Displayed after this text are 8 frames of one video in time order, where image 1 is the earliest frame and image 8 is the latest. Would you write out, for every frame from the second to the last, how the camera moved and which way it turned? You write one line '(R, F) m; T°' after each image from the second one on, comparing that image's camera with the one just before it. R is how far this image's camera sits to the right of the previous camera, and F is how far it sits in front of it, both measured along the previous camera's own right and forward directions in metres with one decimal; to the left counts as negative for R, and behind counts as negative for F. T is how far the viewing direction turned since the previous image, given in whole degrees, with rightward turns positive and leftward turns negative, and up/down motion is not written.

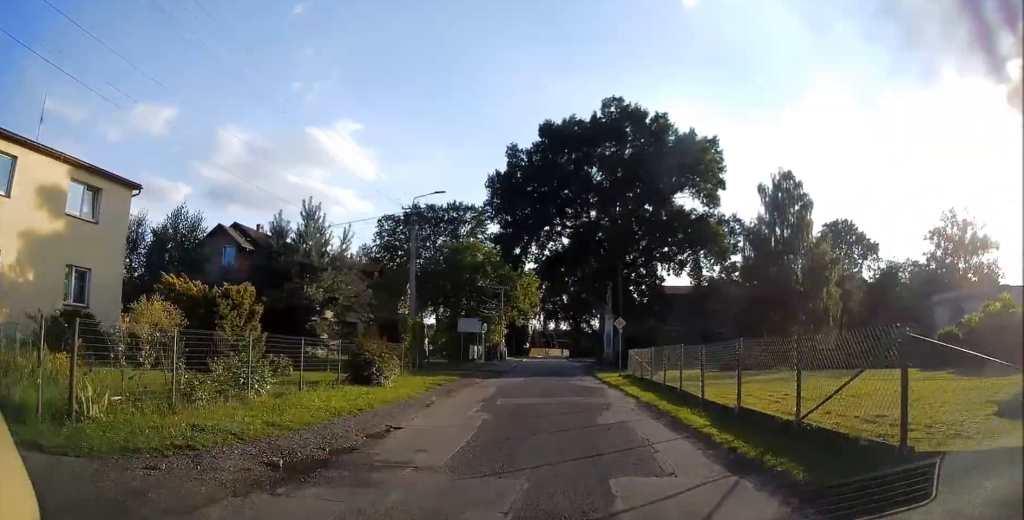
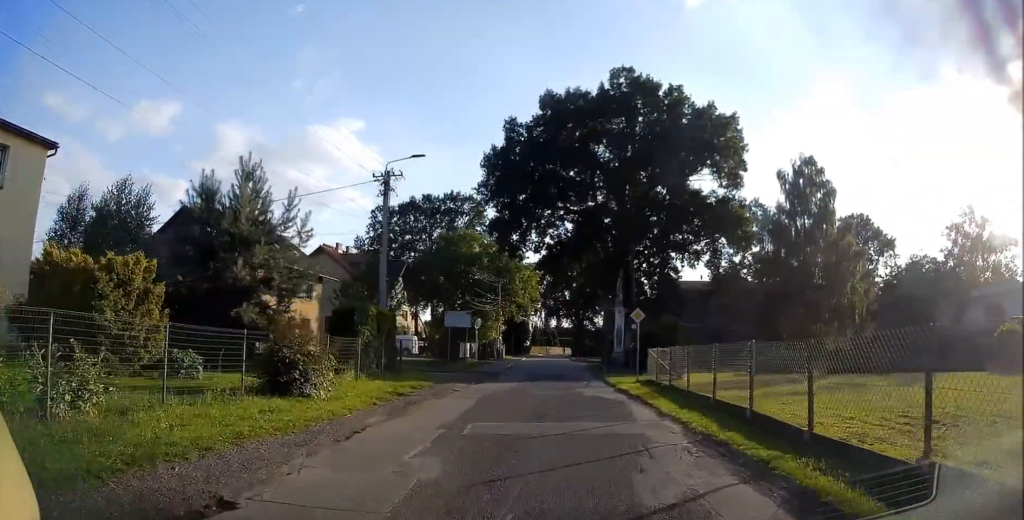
(-0.1, +5.6) m; 0°
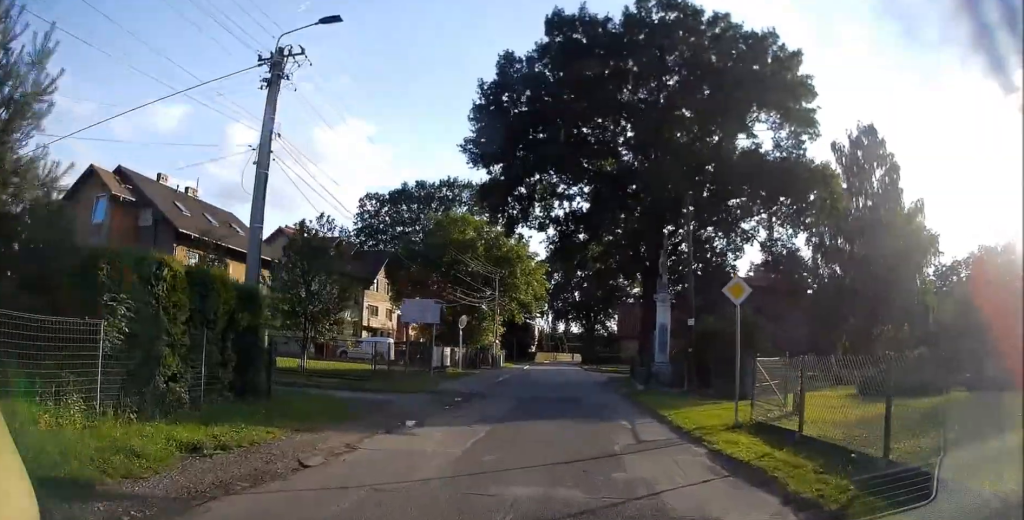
(-0.1, +11.9) m; -1°
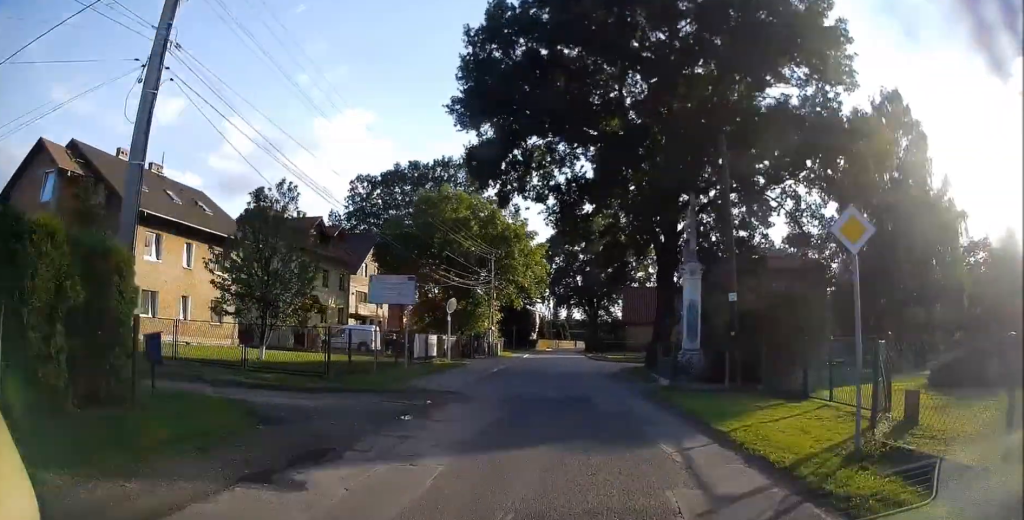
(0.0, +4.6) m; +1°
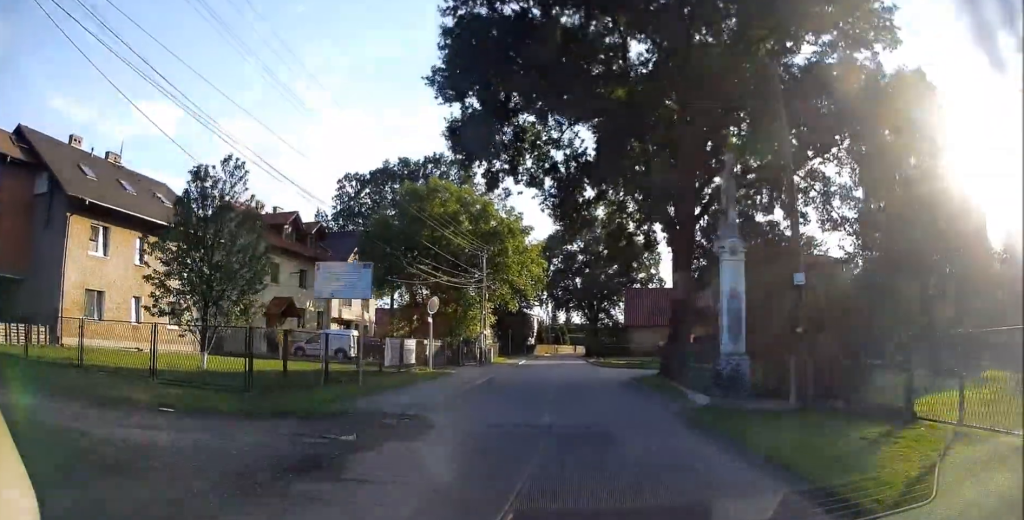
(-0.1, +4.6) m; +1°
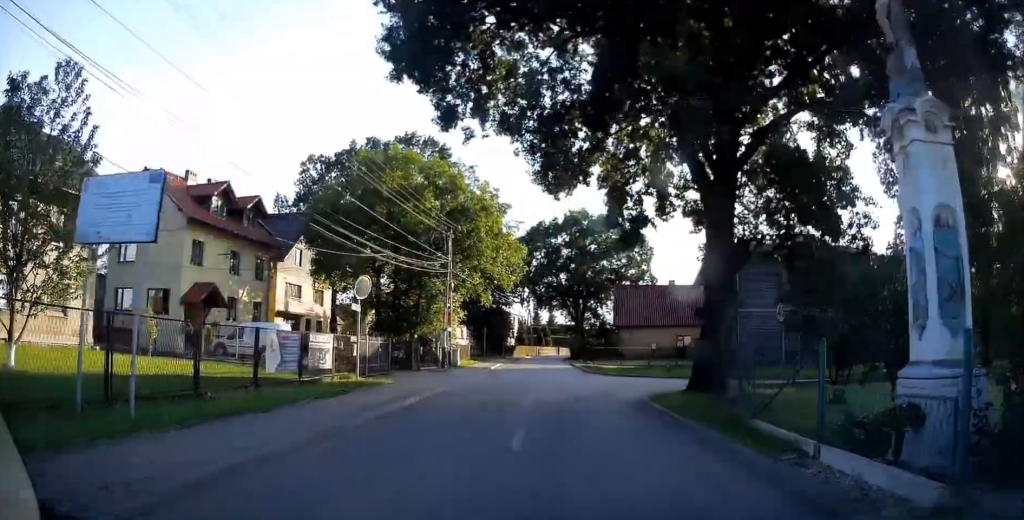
(+0.3, +8.4) m; +2°
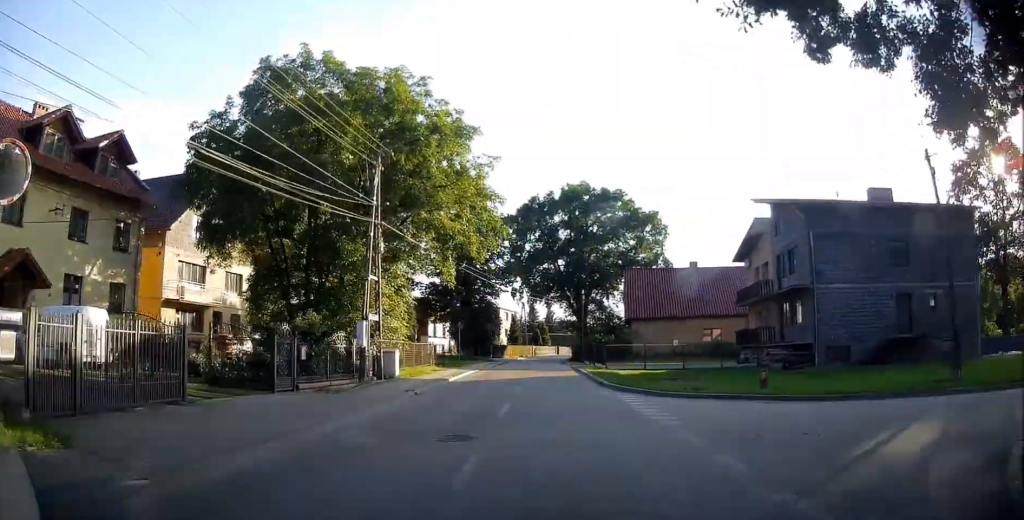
(+0.1, +14.3) m; +1°
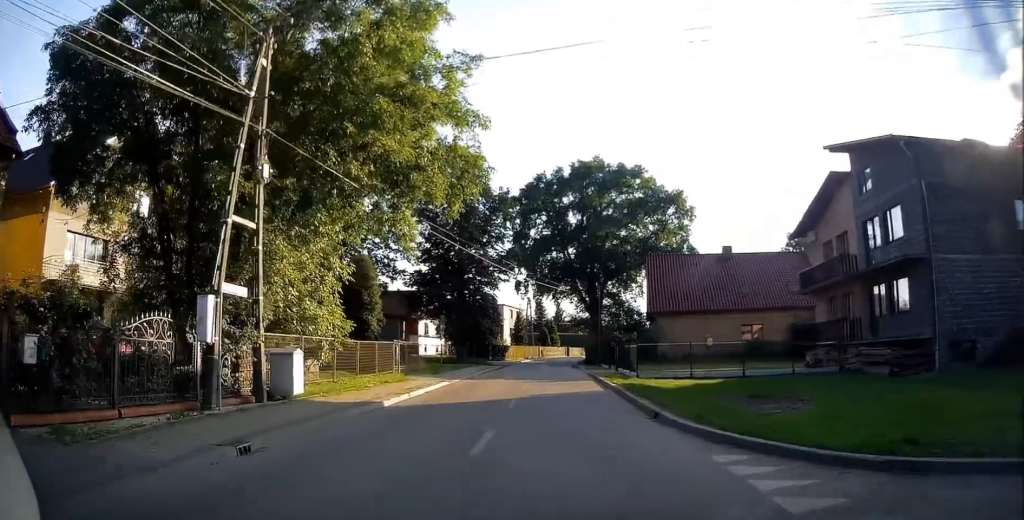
(+0.1, +10.3) m; 0°
